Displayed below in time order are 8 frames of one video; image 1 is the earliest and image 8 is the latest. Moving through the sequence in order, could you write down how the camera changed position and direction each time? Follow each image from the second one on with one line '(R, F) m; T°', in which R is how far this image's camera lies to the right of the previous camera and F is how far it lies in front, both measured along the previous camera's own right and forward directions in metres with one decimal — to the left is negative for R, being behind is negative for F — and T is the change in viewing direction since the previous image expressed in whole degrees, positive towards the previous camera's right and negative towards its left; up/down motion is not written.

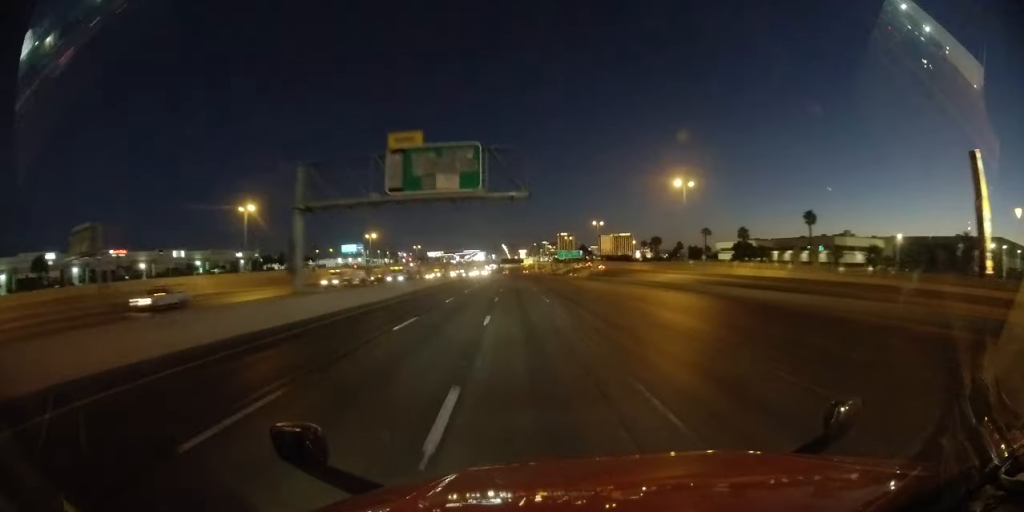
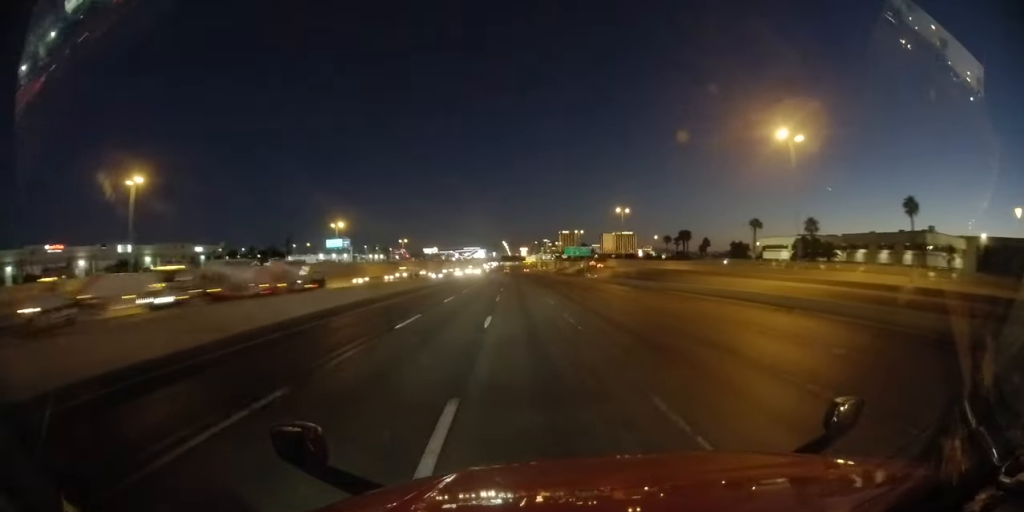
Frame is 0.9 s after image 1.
(0.0, +25.5) m; 0°
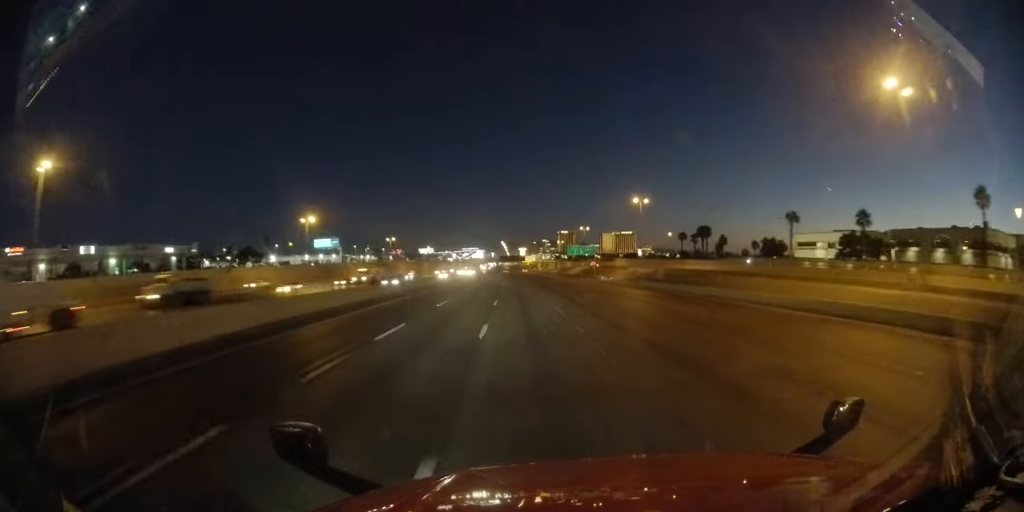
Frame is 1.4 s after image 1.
(0.0, +14.7) m; 0°
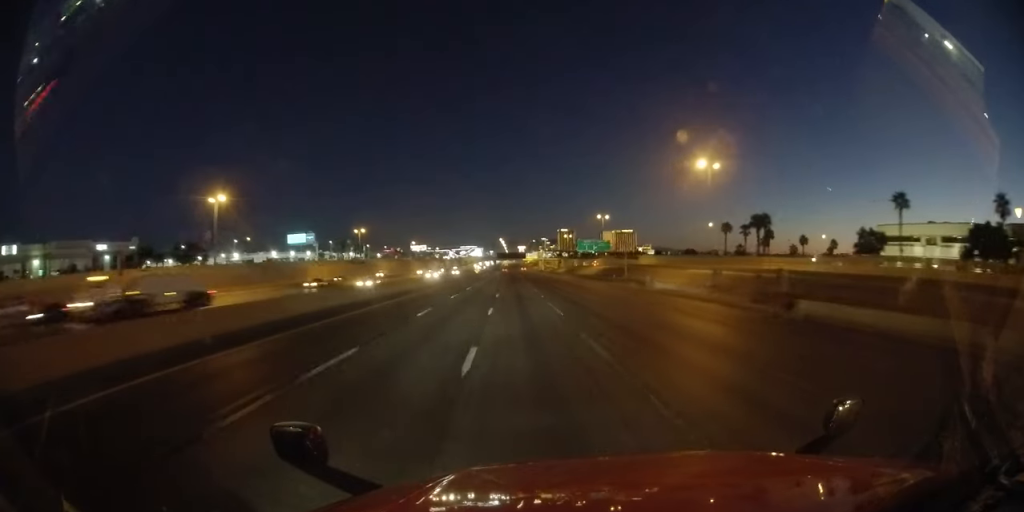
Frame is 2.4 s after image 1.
(-0.1, +29.5) m; 0°
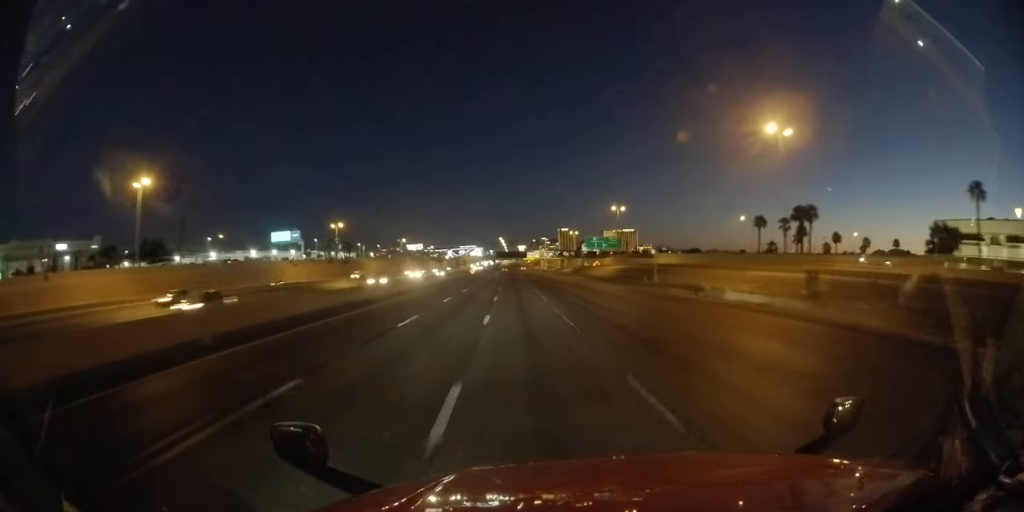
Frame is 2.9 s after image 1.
(0.0, +15.7) m; 0°
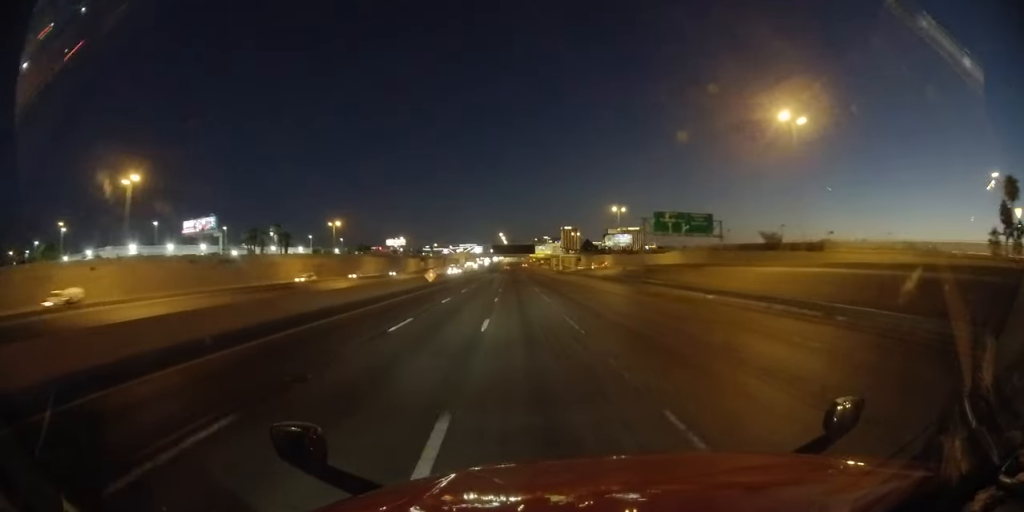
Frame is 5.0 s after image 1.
(+0.5, +63.1) m; +1°
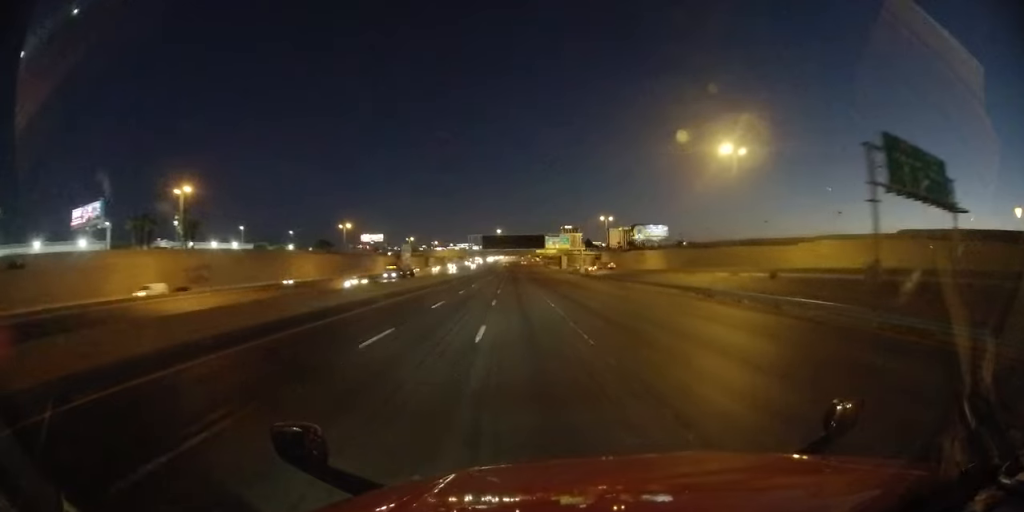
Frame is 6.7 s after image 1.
(+0.1, +50.4) m; 0°
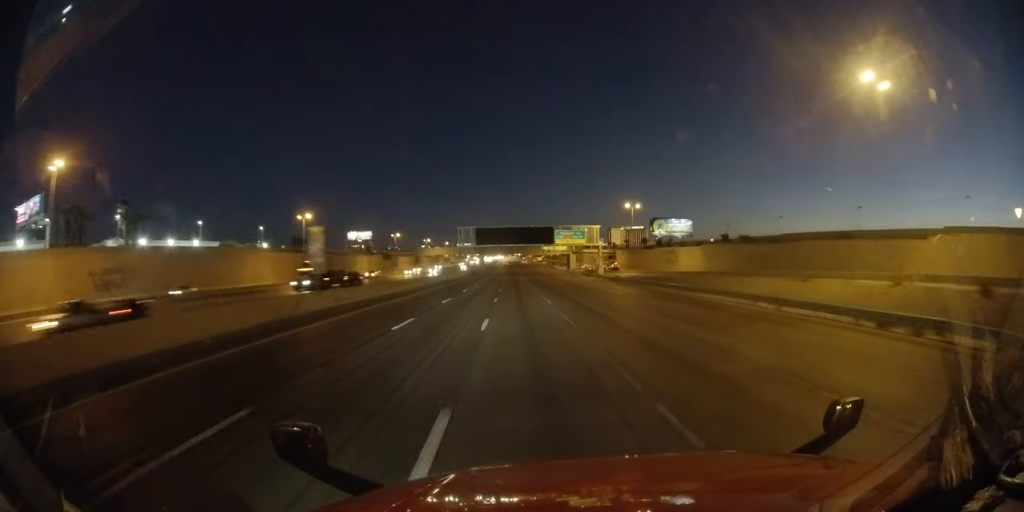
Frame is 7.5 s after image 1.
(0.0, +21.7) m; 0°
